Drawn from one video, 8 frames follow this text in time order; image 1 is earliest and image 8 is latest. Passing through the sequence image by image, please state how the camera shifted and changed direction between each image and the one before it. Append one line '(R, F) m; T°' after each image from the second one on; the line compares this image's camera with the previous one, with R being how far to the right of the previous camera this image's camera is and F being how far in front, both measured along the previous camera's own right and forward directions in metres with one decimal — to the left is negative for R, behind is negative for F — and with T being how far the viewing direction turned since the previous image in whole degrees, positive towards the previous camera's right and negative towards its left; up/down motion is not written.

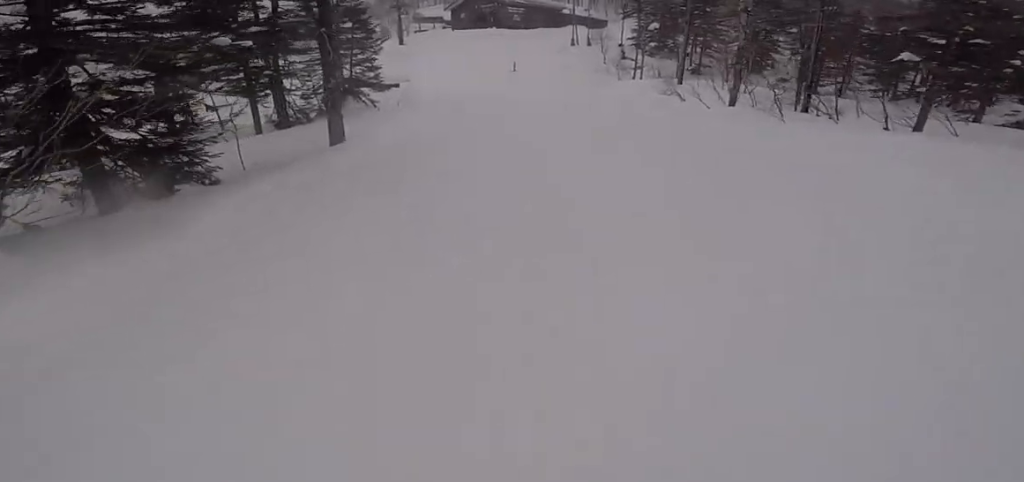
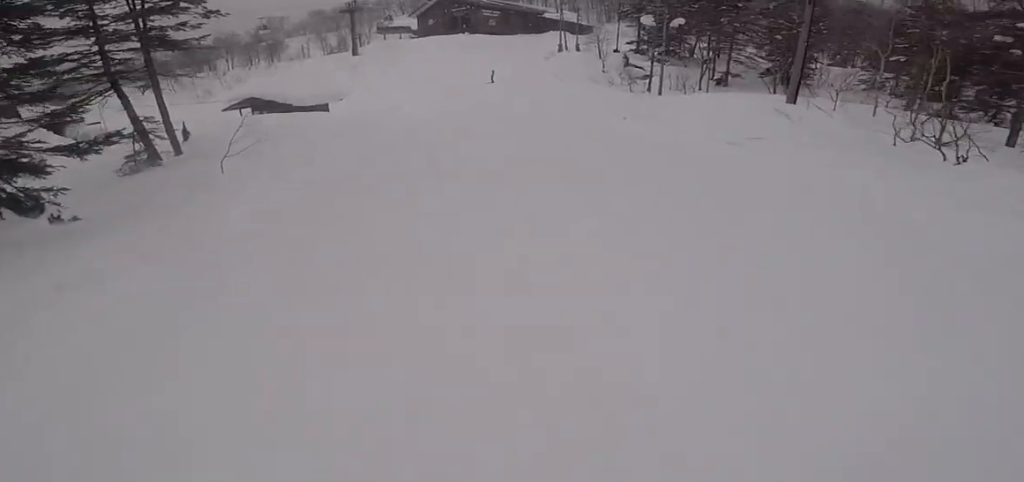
(-1.6, +16.0) m; -7°
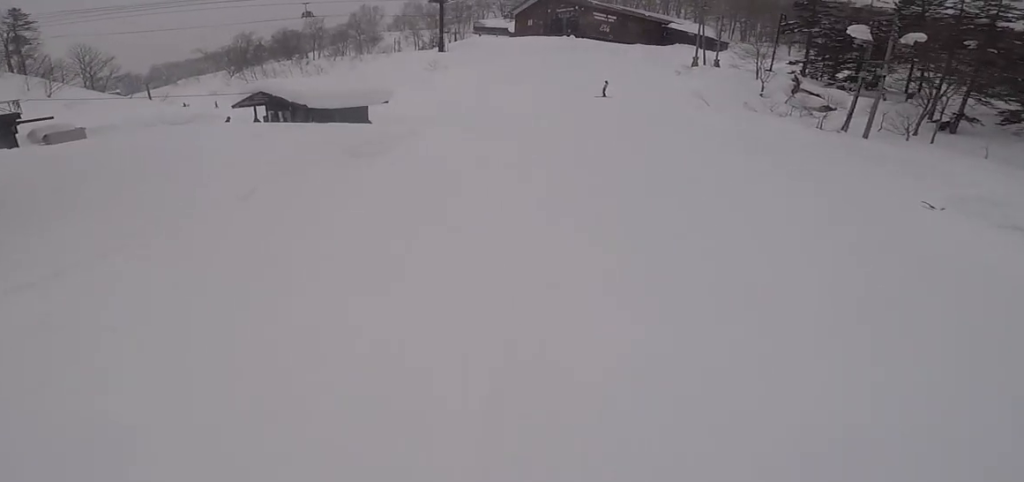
(+0.9, +12.7) m; +1°
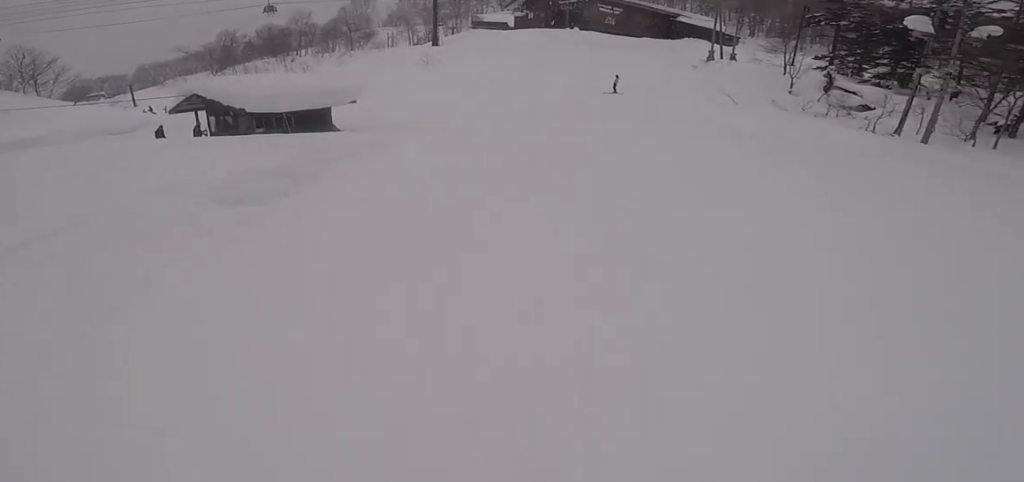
(+0.3, +5.0) m; -5°
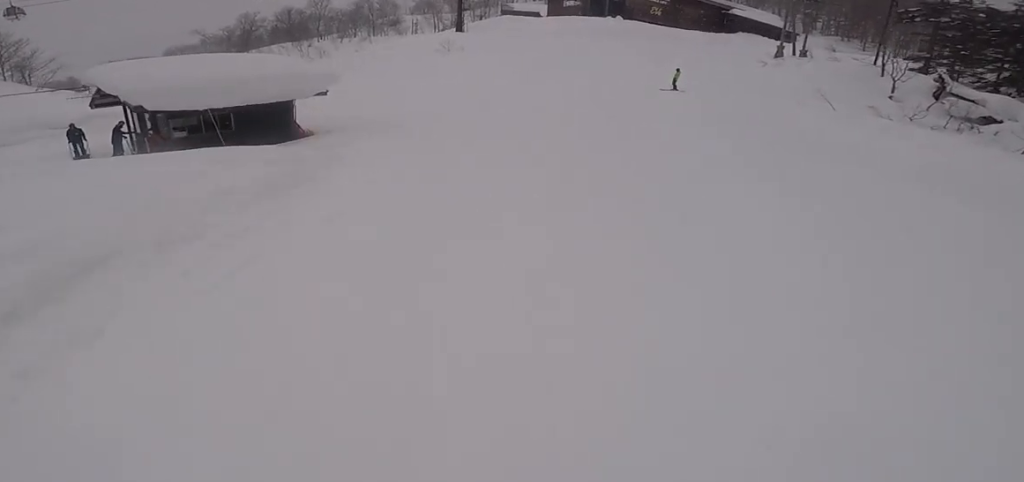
(-0.9, +6.9) m; -11°
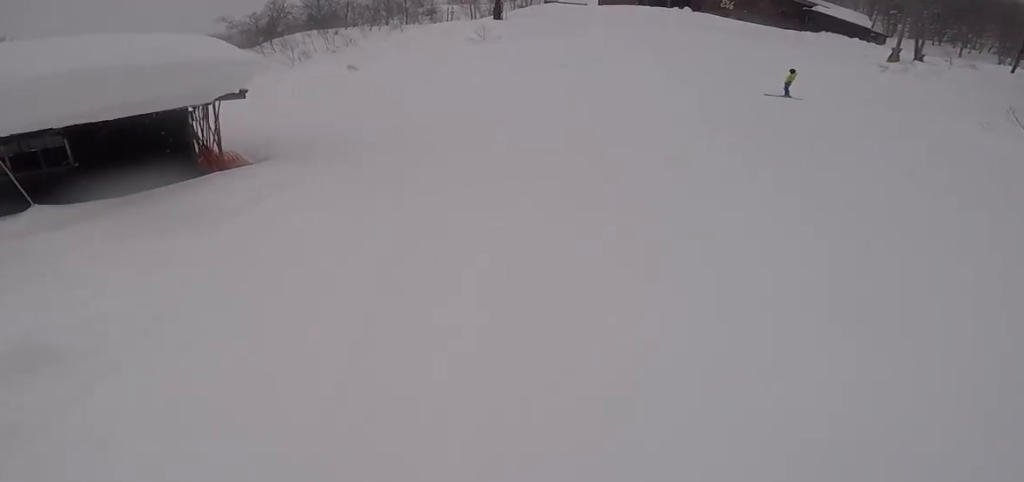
(-0.8, +7.3) m; -7°
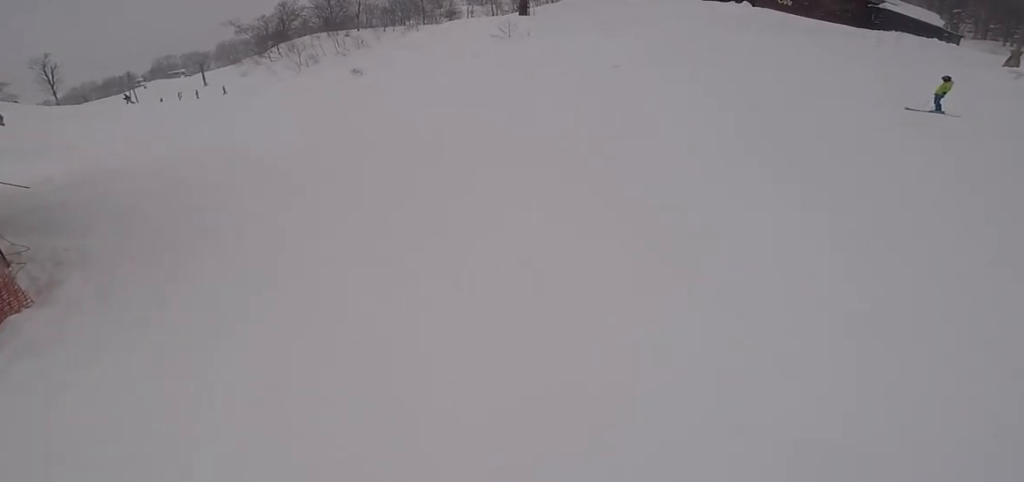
(-0.2, +6.3) m; -6°
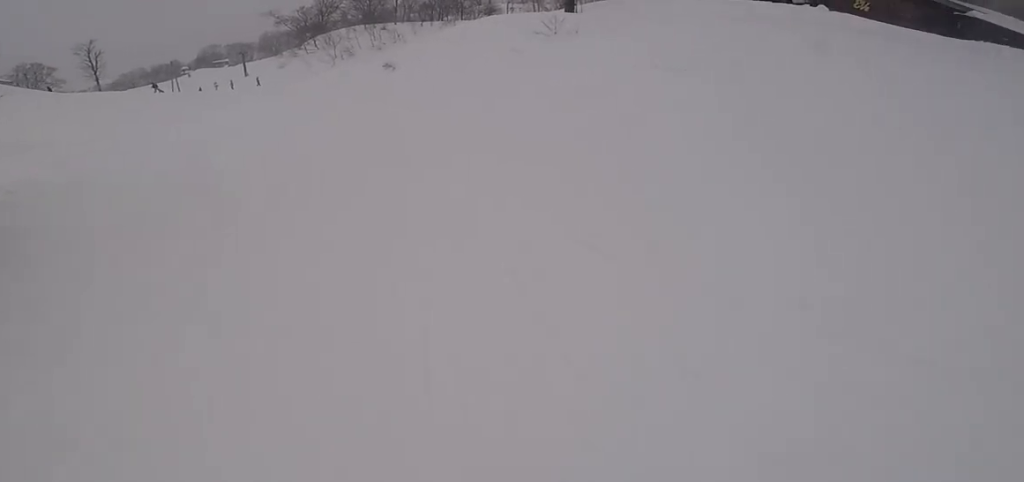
(+0.2, +3.2) m; -3°
